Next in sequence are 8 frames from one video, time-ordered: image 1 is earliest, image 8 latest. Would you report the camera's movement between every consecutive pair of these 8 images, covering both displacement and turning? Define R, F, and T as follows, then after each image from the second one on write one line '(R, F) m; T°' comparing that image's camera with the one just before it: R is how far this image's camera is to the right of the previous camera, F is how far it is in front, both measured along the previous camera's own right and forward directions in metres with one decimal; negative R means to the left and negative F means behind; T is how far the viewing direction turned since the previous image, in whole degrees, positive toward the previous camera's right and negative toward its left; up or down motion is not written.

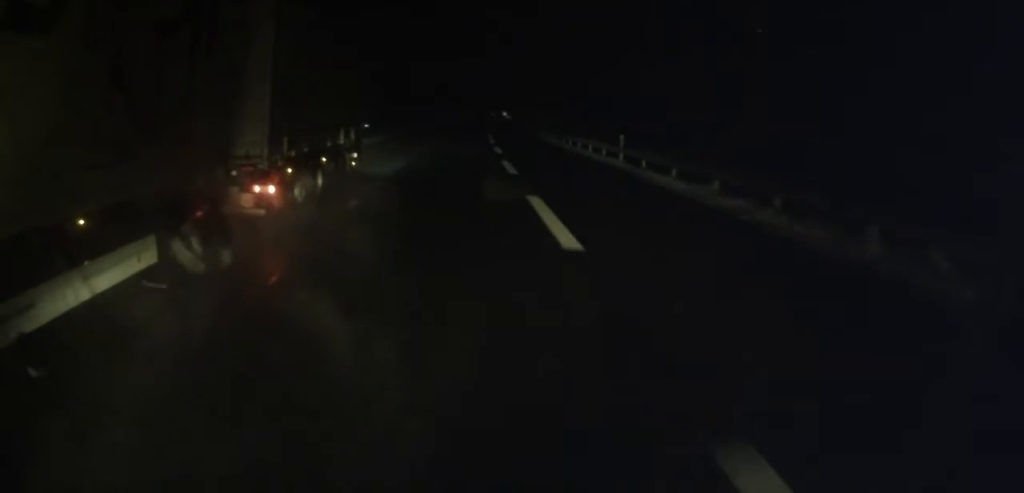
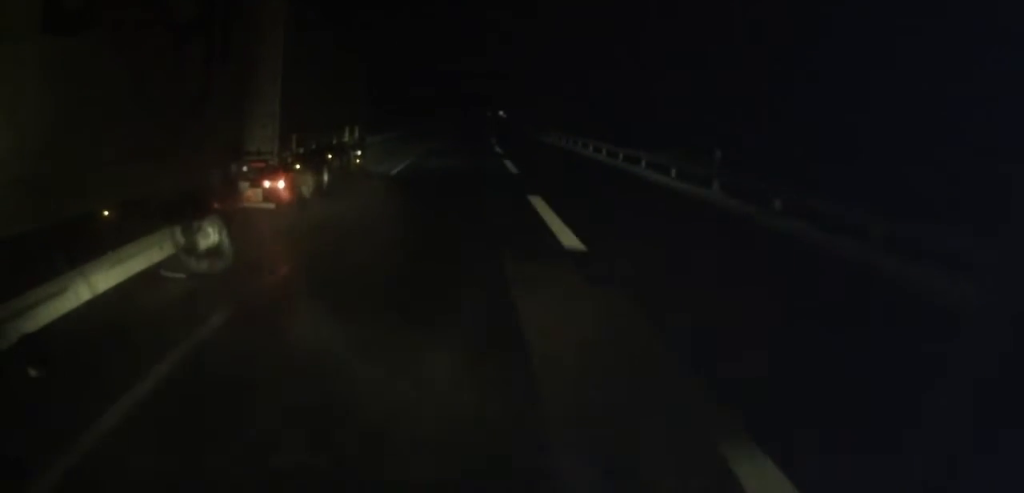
(+0.3, +11.9) m; 0°
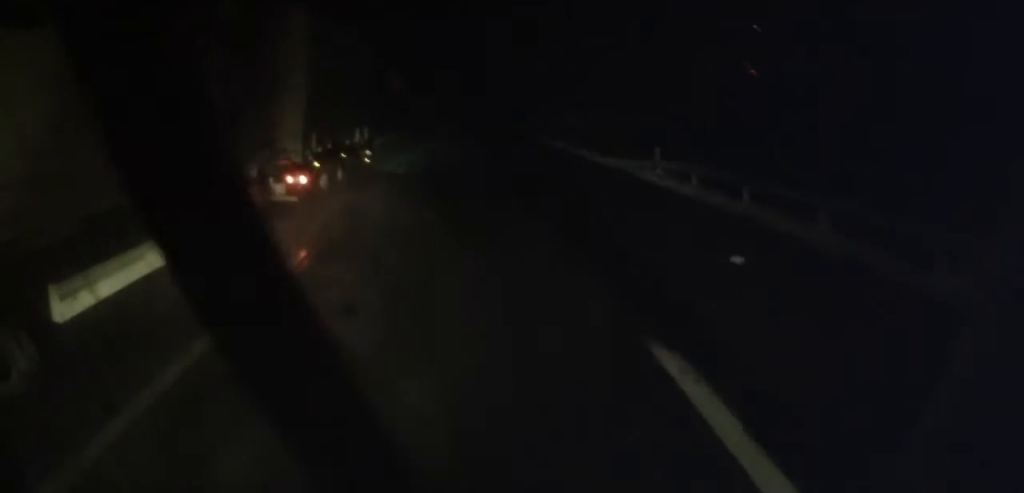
(-0.3, +34.4) m; 0°
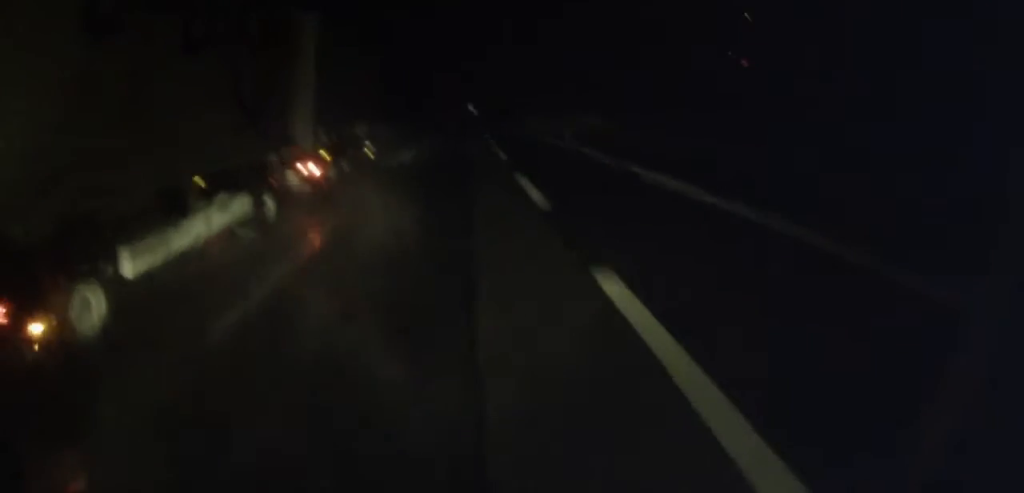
(+0.9, +33.5) m; +2°
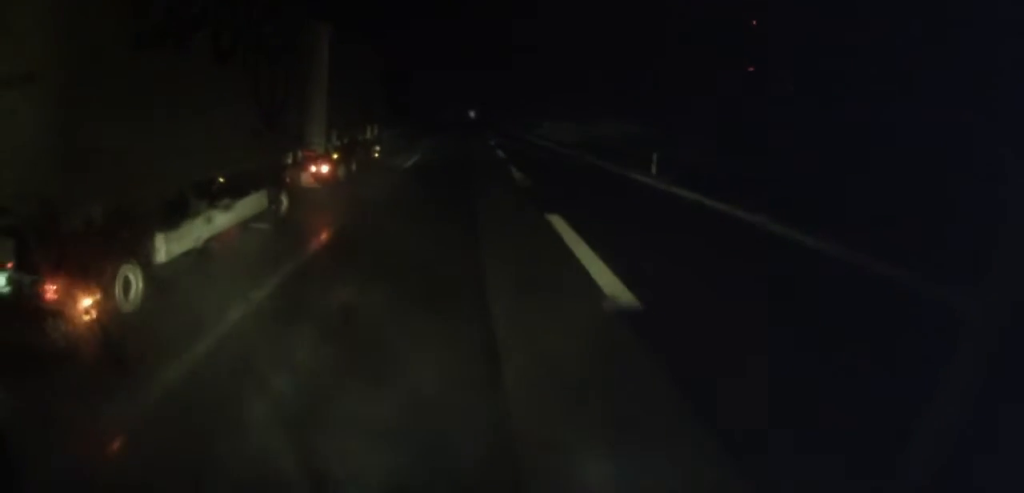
(0.0, +19.1) m; +1°
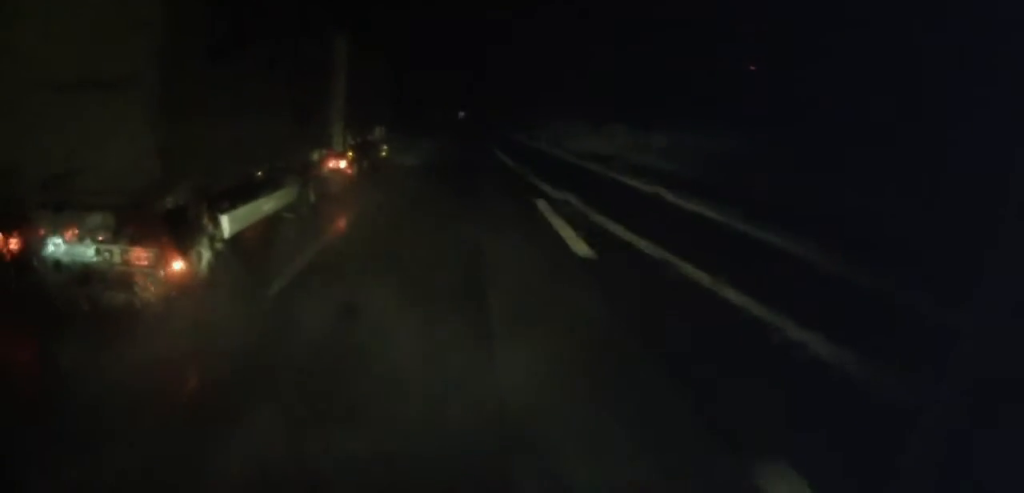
(+0.6, +33.7) m; +1°
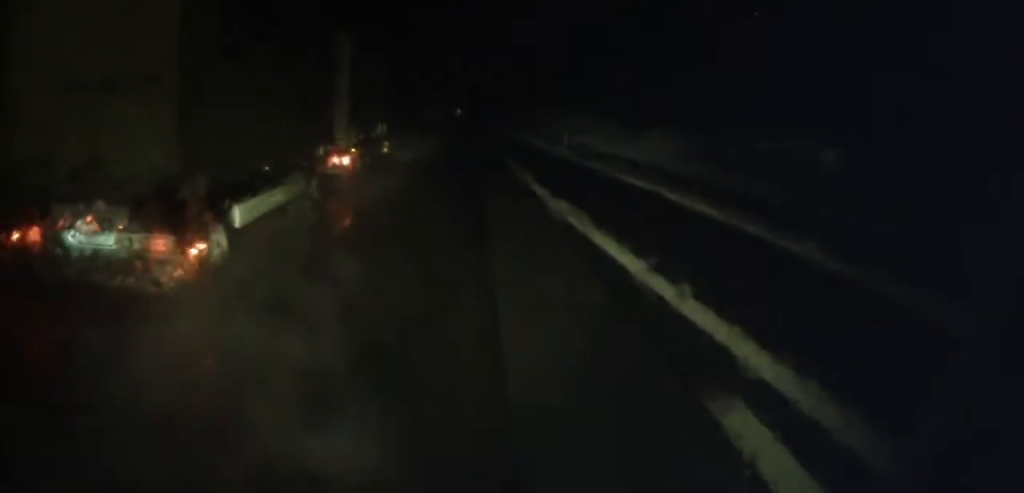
(0.0, +11.4) m; 0°
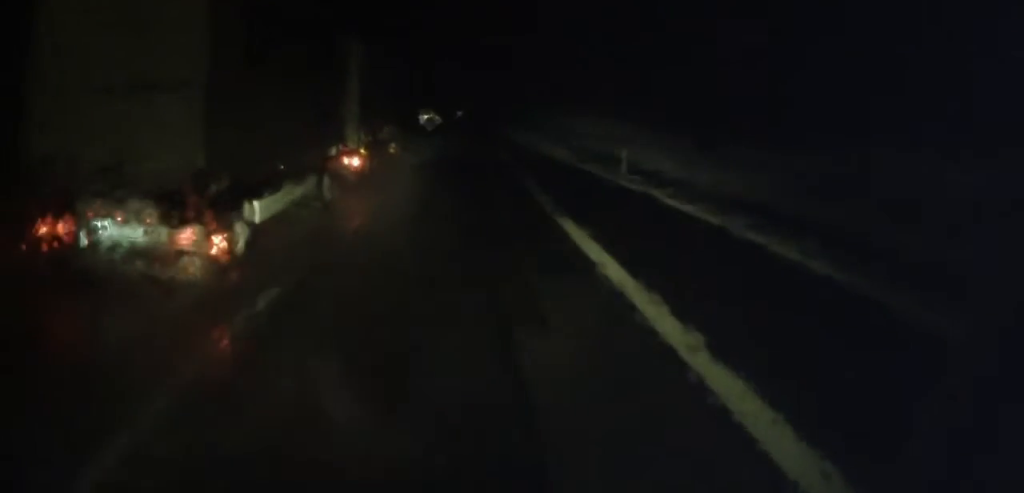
(+0.1, +13.4) m; 0°
